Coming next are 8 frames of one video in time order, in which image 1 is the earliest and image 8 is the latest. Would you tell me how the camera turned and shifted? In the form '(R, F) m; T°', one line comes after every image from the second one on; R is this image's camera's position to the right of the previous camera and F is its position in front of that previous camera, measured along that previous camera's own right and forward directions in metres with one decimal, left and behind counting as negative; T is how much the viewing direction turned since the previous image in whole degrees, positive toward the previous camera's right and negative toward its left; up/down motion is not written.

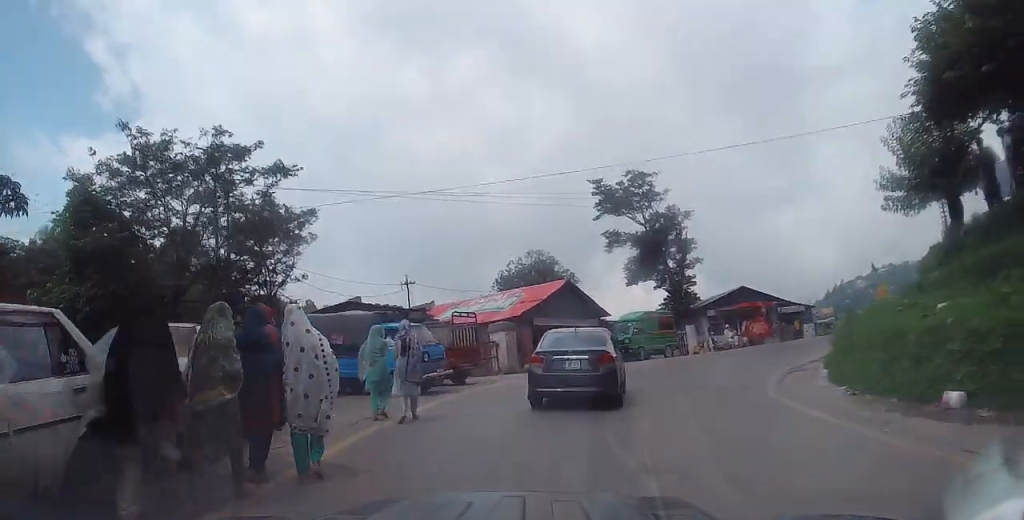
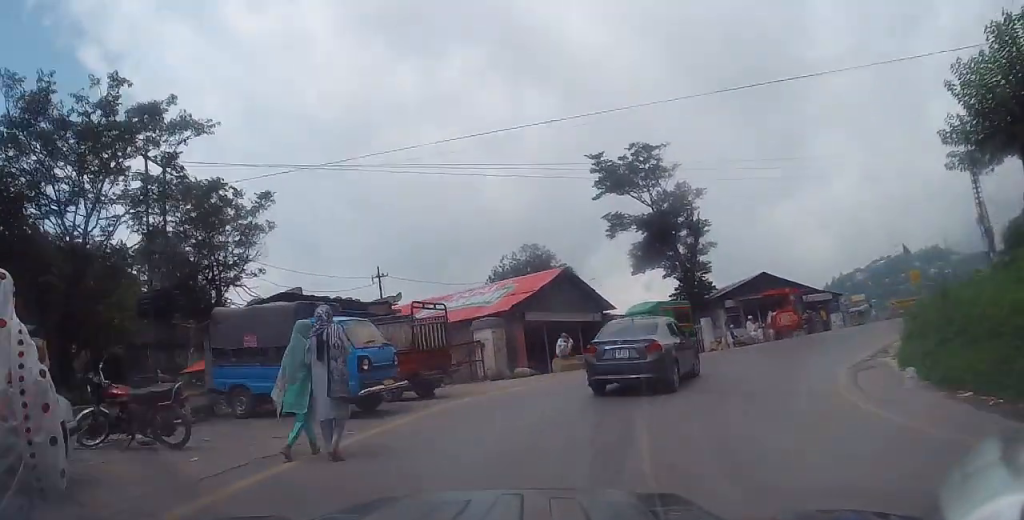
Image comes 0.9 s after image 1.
(+0.1, +4.3) m; +2°
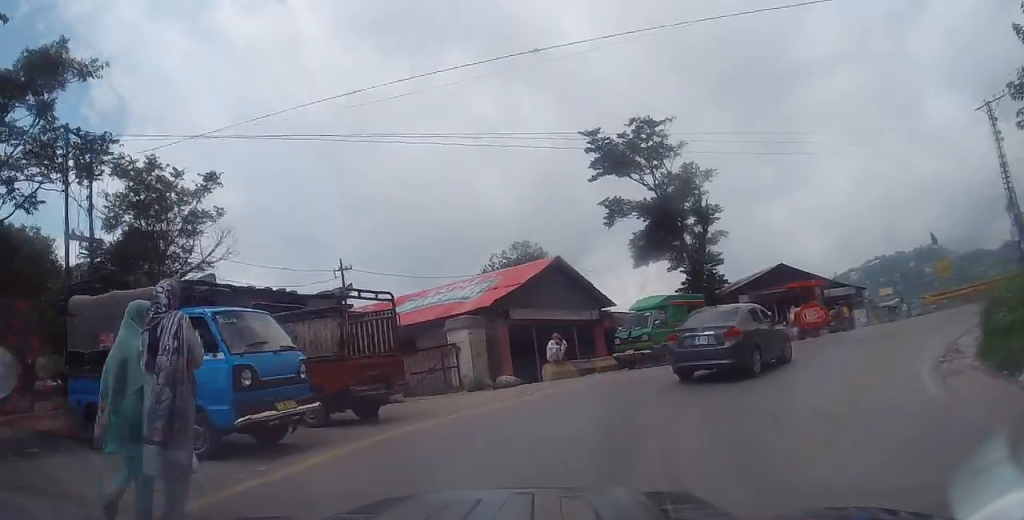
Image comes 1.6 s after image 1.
(+0.1, +3.7) m; +1°
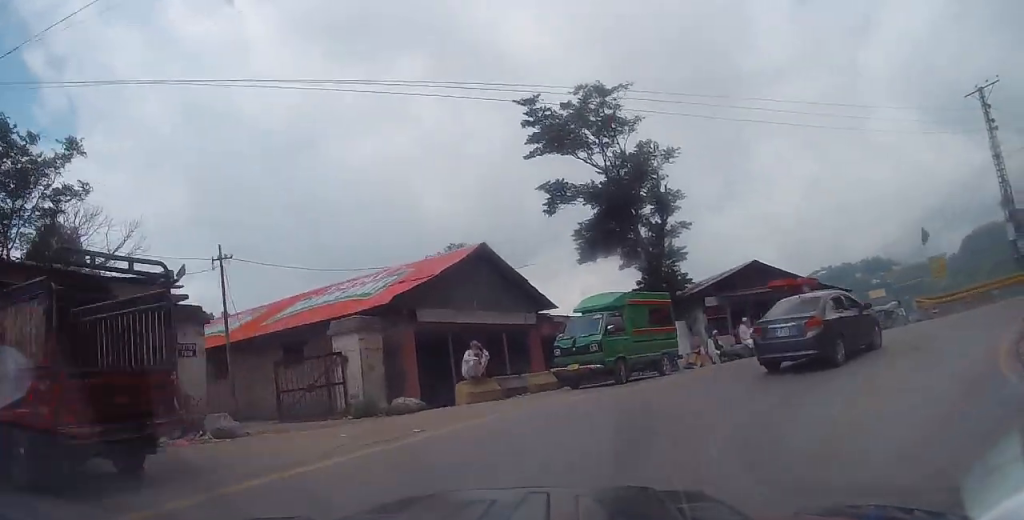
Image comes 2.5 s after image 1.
(-0.2, +4.5) m; +3°
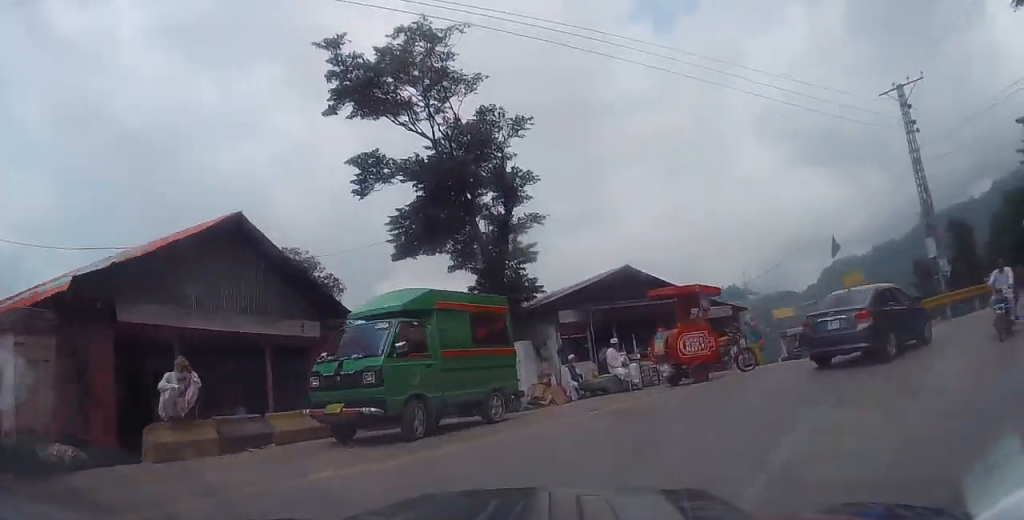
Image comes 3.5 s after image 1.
(+0.6, +5.3) m; +15°
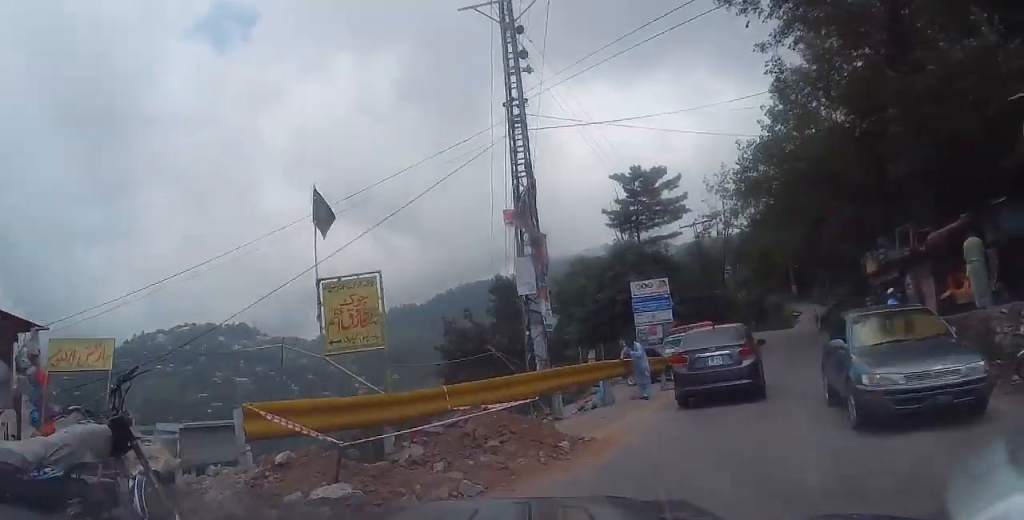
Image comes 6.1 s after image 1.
(+5.7, +13.2) m; +45°
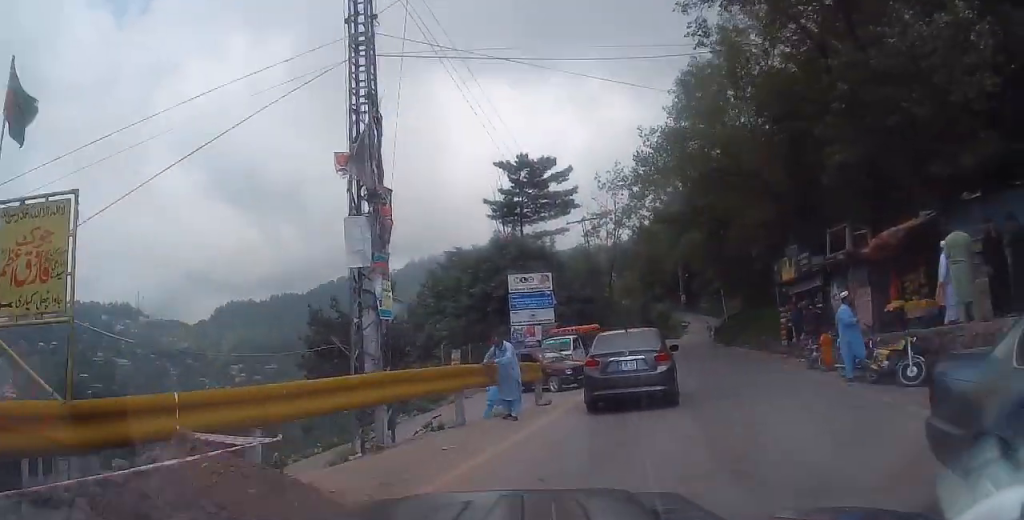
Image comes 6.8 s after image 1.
(+0.3, +3.8) m; +7°
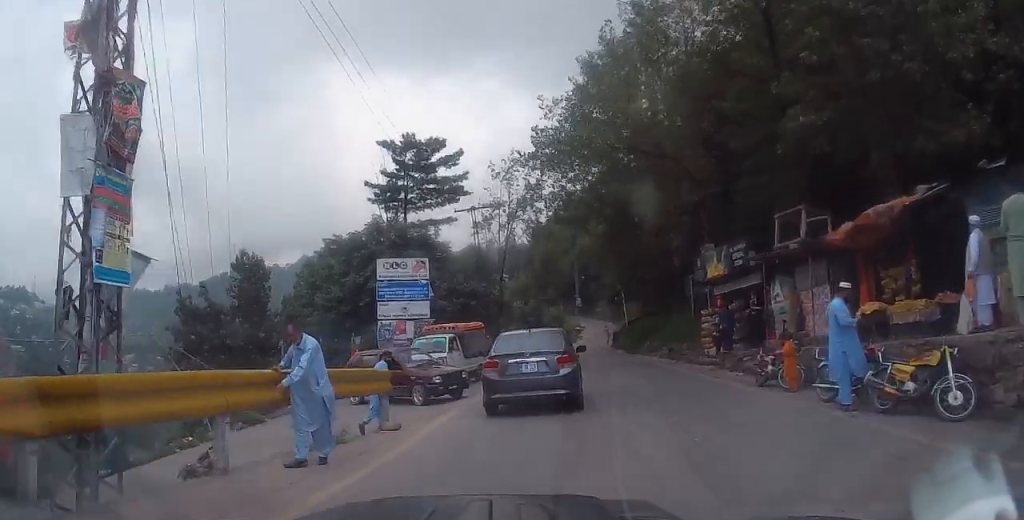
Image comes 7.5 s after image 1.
(+0.3, +4.3) m; +5°
